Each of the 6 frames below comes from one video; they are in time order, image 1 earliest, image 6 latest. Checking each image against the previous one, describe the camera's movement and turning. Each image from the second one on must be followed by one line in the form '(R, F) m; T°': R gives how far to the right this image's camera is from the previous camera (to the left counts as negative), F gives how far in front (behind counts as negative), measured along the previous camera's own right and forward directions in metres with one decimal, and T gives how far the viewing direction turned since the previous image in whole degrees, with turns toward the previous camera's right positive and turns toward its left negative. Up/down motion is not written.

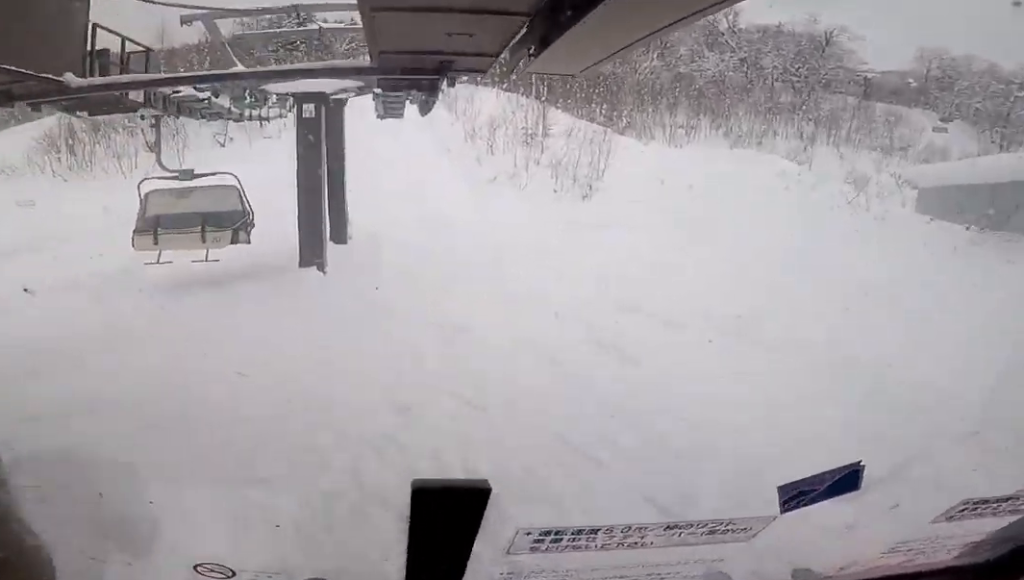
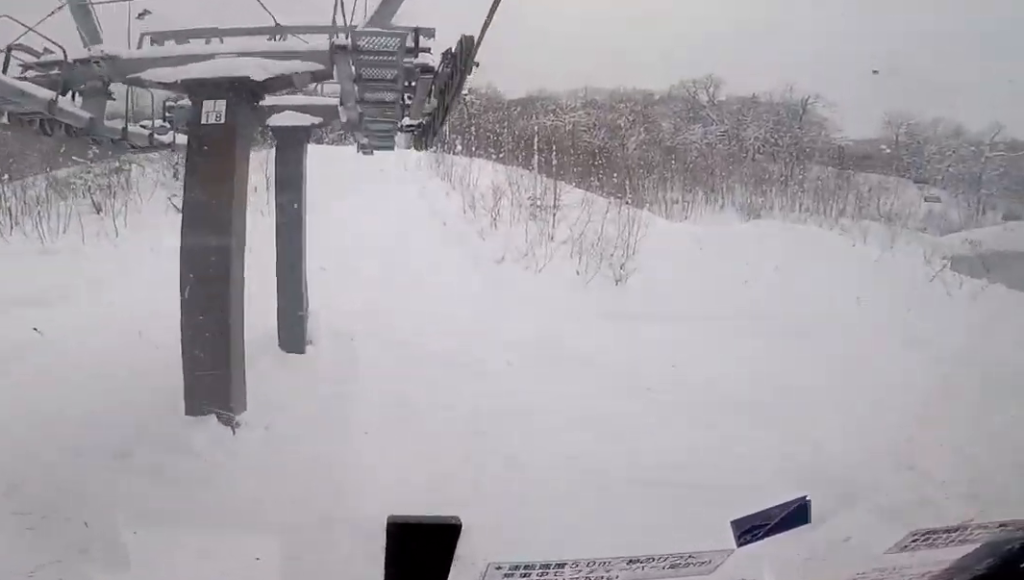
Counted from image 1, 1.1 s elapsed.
(0.0, +3.6) m; +7°
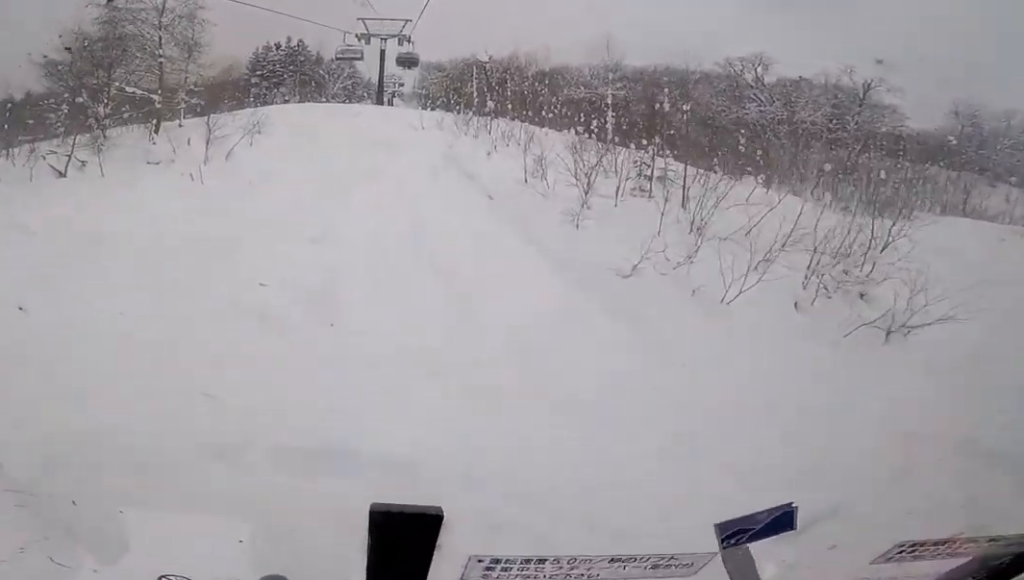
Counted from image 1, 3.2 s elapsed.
(+0.3, +9.1) m; -5°
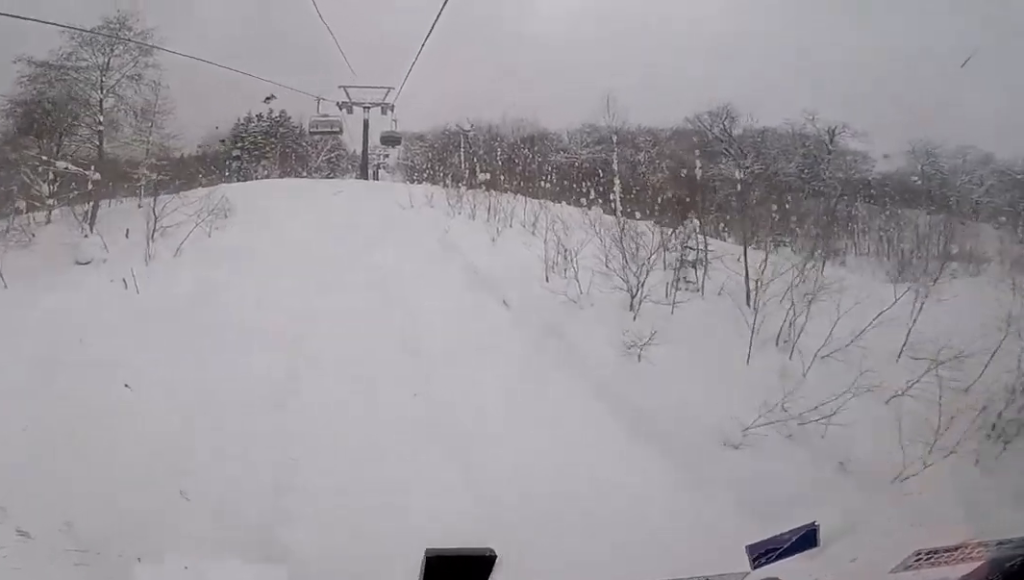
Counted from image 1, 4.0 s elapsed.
(-0.1, +3.4) m; +4°
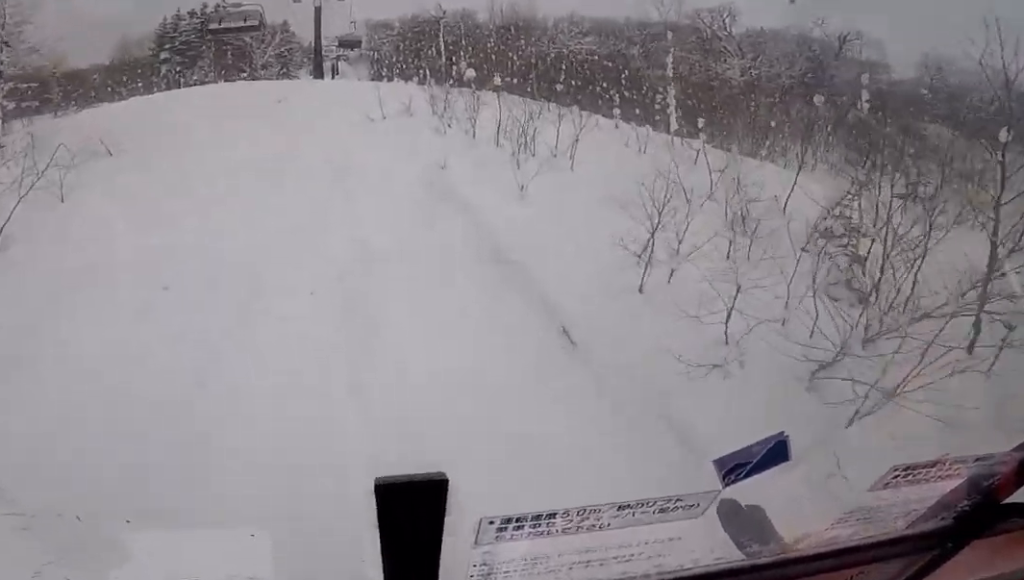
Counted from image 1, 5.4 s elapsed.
(+0.7, +6.0) m; +3°
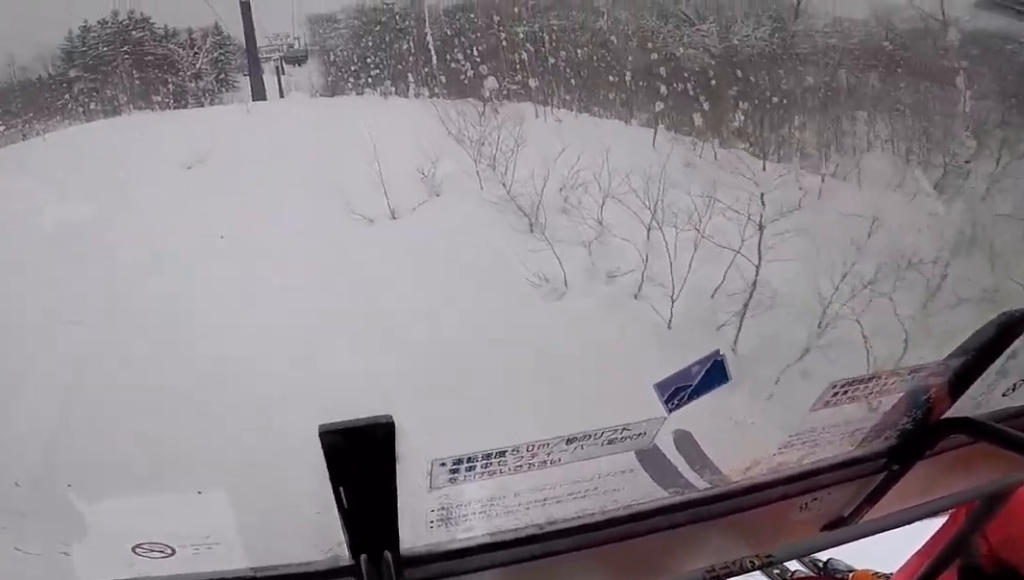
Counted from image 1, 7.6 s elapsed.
(-1.1, +9.6) m; +1°
